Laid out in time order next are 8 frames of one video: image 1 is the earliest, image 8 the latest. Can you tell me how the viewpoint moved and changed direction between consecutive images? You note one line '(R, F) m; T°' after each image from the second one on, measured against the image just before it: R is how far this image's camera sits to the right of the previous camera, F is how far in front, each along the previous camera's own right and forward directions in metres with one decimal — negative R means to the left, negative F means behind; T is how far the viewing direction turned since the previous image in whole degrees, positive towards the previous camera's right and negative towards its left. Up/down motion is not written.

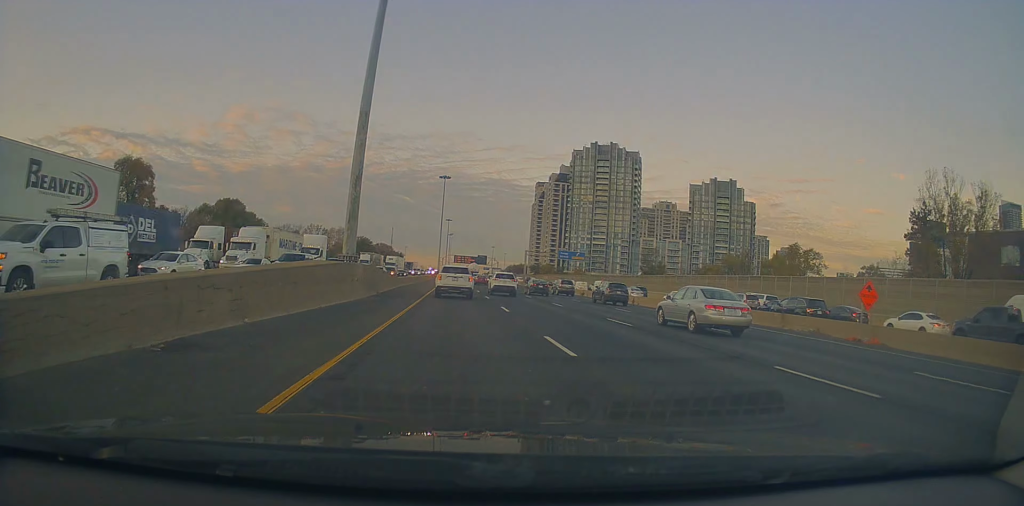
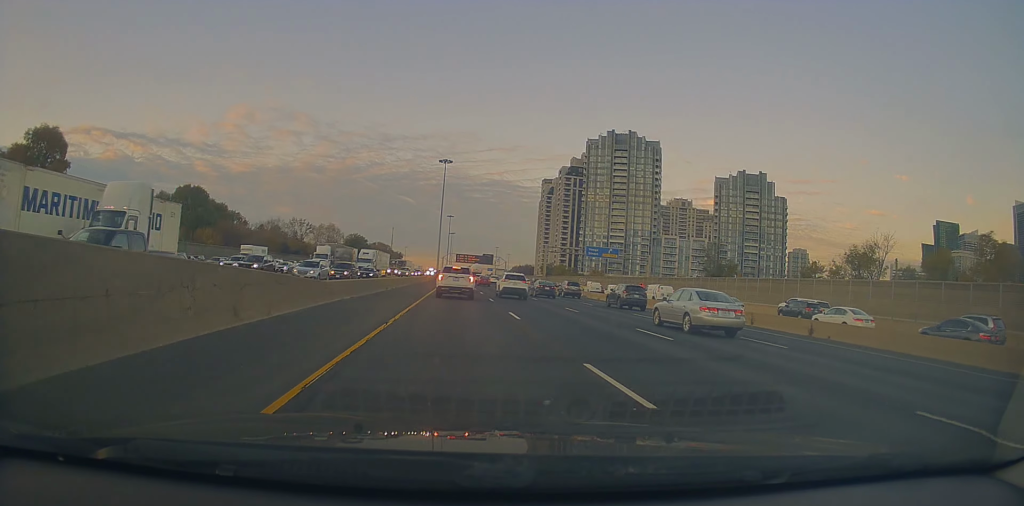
(+0.2, +27.7) m; 0°
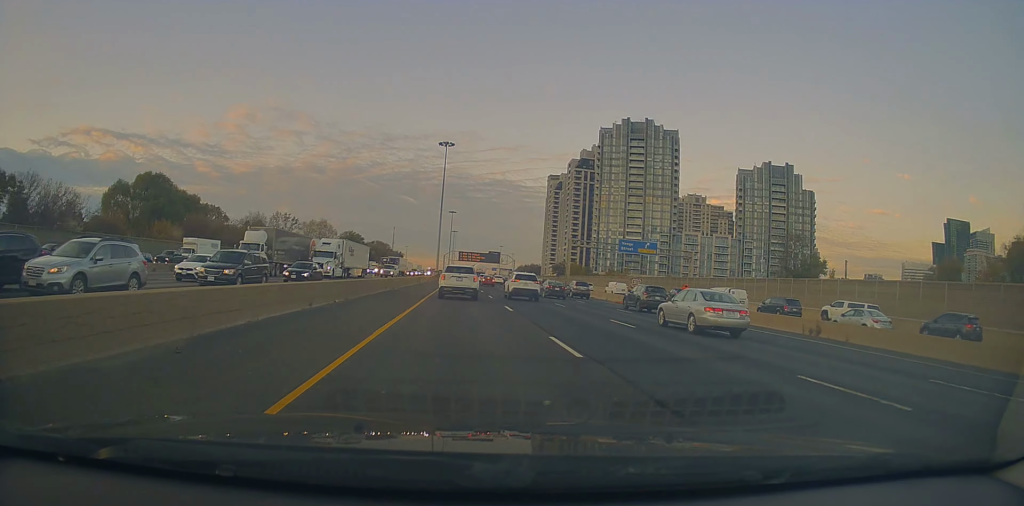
(-0.1, +20.6) m; -1°
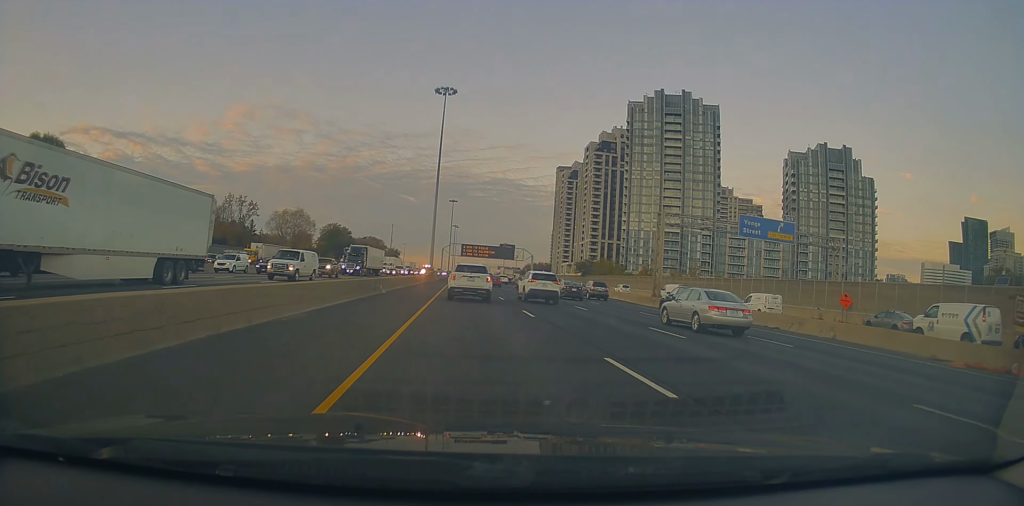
(-0.6, +39.3) m; -1°
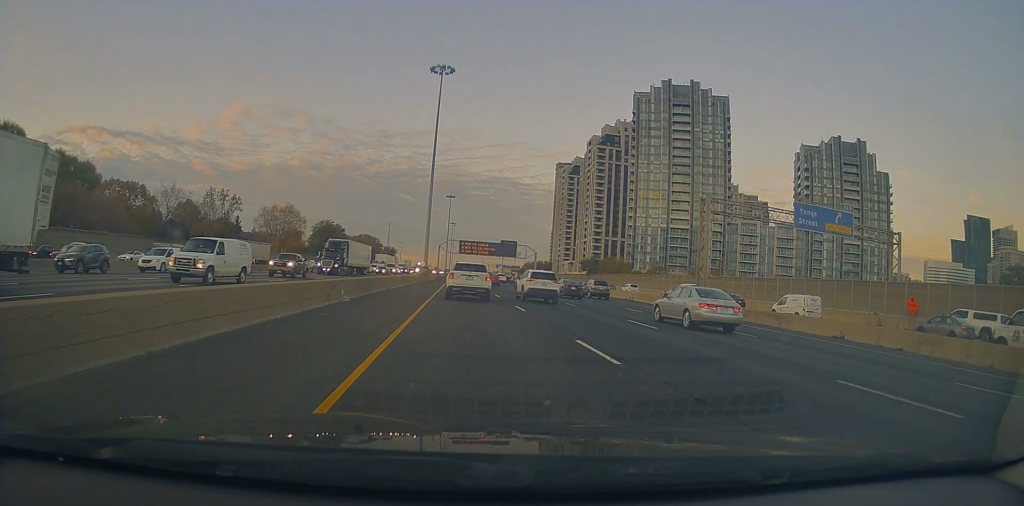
(-0.3, +9.9) m; 0°
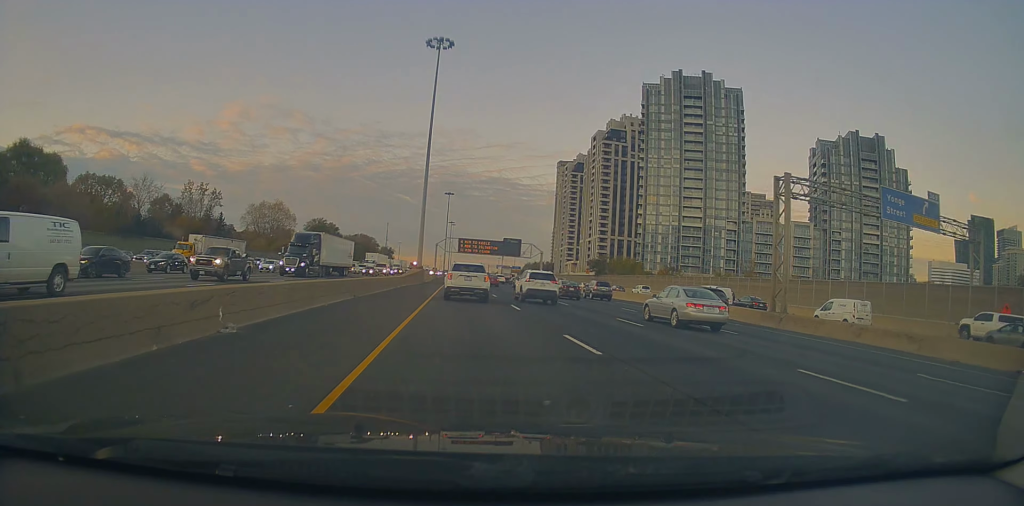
(+0.5, +10.9) m; 0°
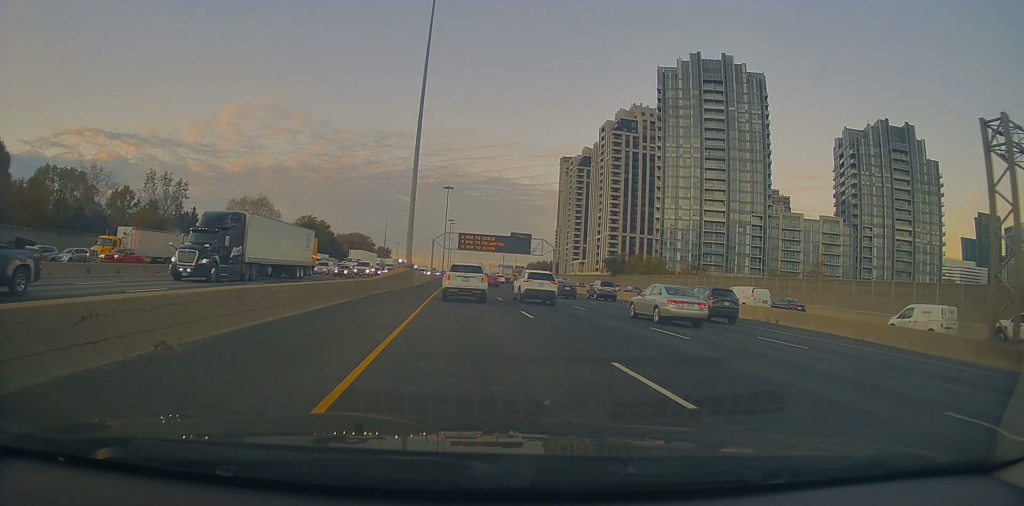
(-0.1, +16.2) m; 0°
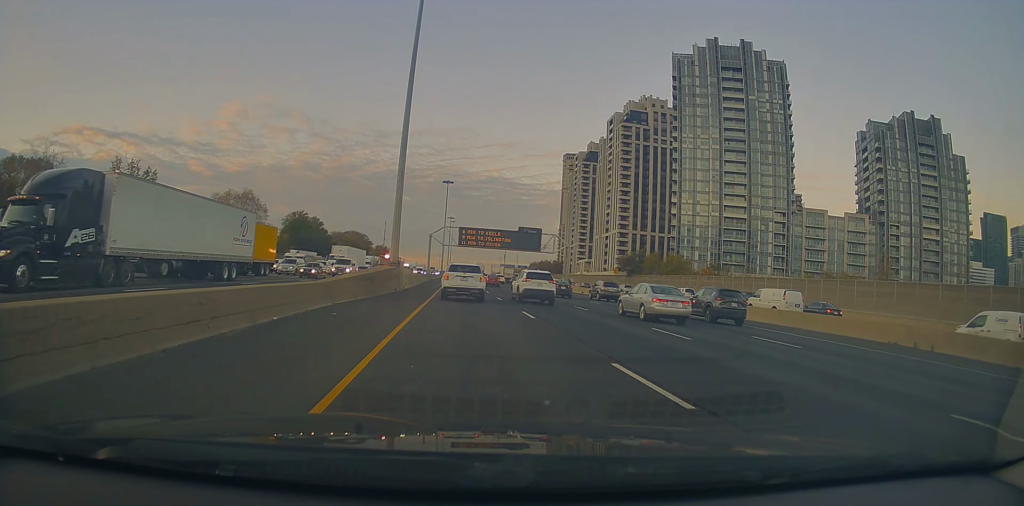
(-0.1, +12.4) m; +1°
